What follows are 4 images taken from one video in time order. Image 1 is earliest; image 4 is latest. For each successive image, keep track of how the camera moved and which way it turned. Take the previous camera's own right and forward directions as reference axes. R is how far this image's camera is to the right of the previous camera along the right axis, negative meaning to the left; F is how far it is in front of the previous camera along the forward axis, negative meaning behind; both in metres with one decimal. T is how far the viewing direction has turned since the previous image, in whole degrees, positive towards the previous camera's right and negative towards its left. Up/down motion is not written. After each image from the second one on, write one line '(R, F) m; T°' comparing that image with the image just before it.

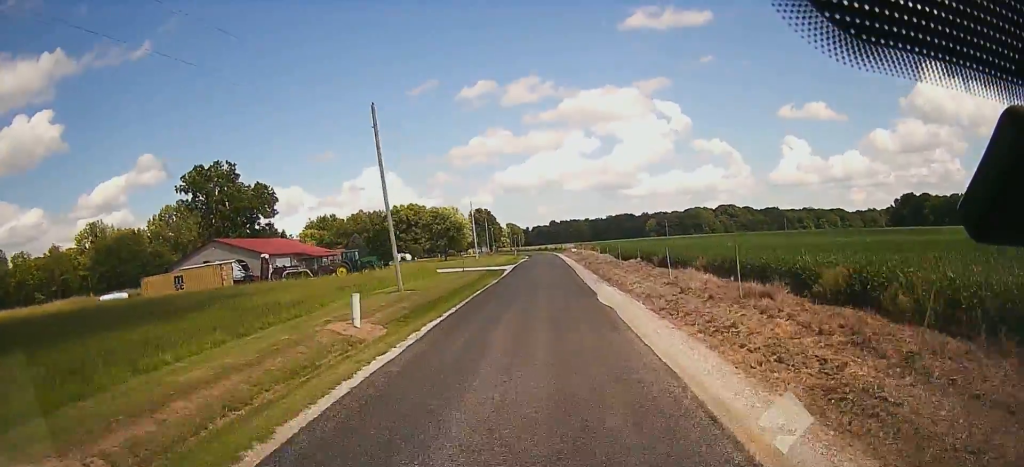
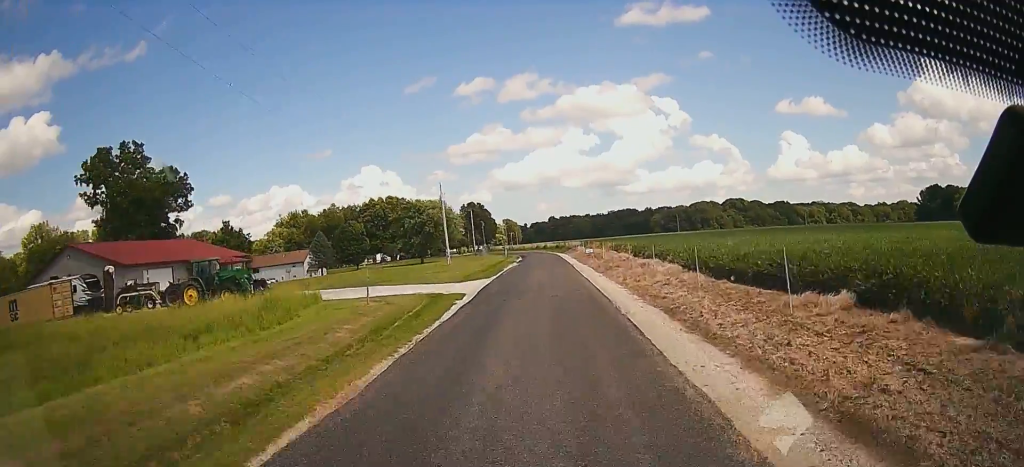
(0.0, +29.7) m; 0°
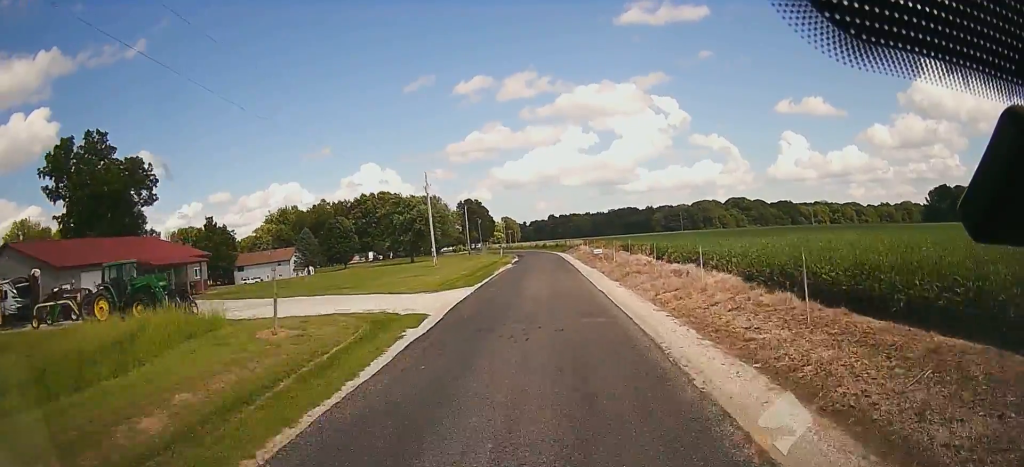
(0.0, +8.3) m; 0°
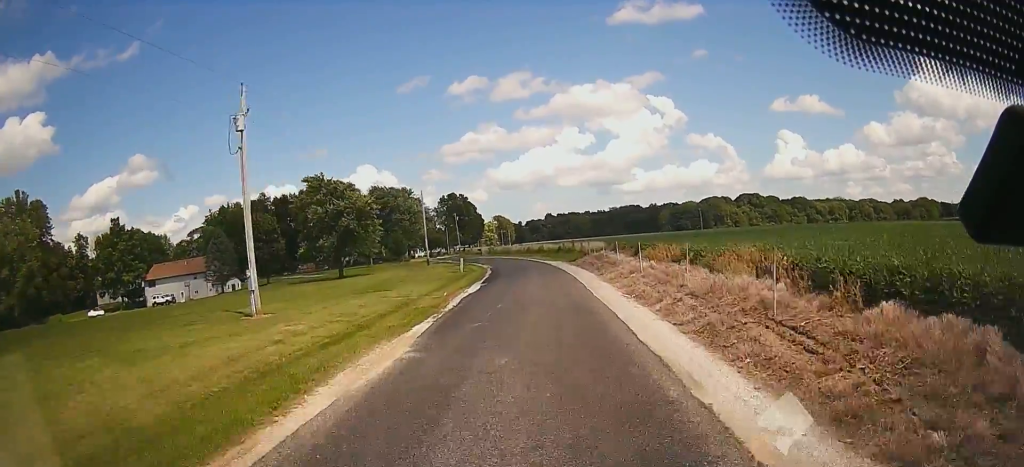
(0.0, +37.4) m; 0°
